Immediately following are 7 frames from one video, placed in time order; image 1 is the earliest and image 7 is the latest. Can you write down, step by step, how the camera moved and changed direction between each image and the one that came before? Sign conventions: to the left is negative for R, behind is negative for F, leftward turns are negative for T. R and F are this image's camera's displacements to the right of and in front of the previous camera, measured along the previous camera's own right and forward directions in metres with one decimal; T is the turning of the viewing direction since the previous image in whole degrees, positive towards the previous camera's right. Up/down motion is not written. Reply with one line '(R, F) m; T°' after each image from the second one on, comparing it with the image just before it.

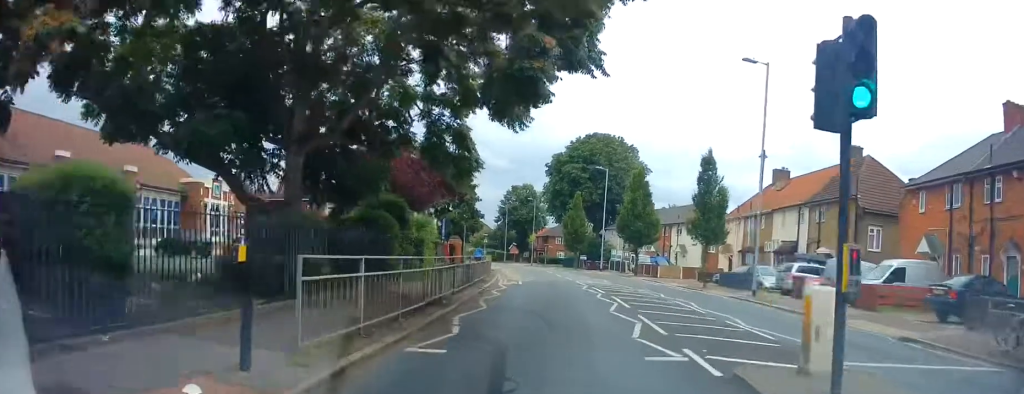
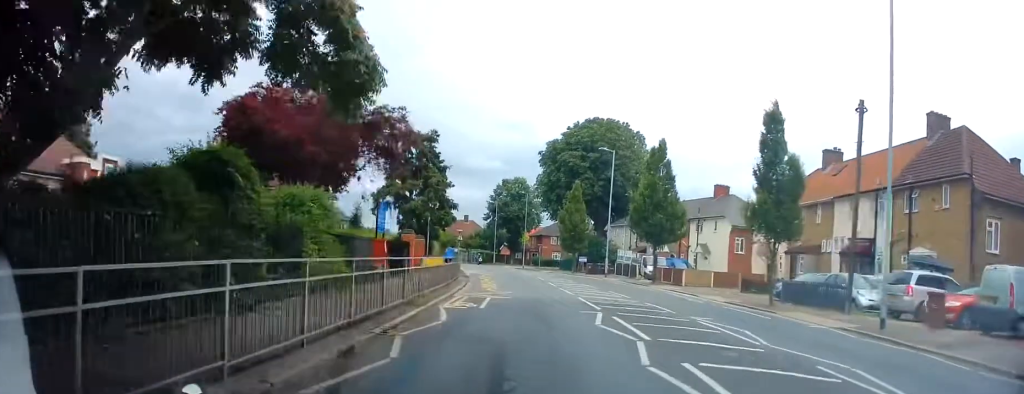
(0.0, +11.1) m; 0°
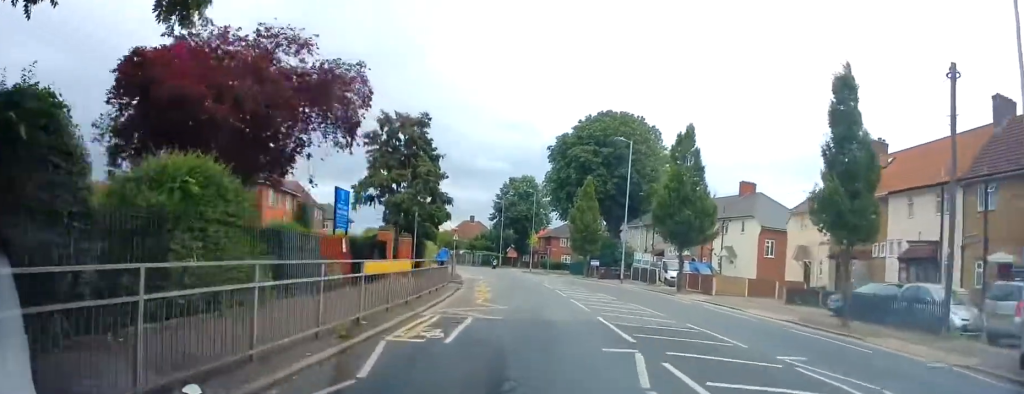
(0.0, +5.2) m; 0°
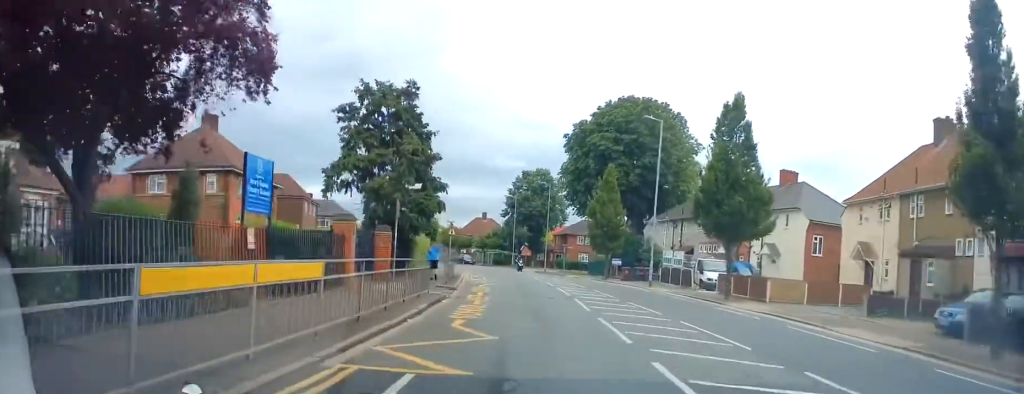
(0.0, +6.1) m; -2°
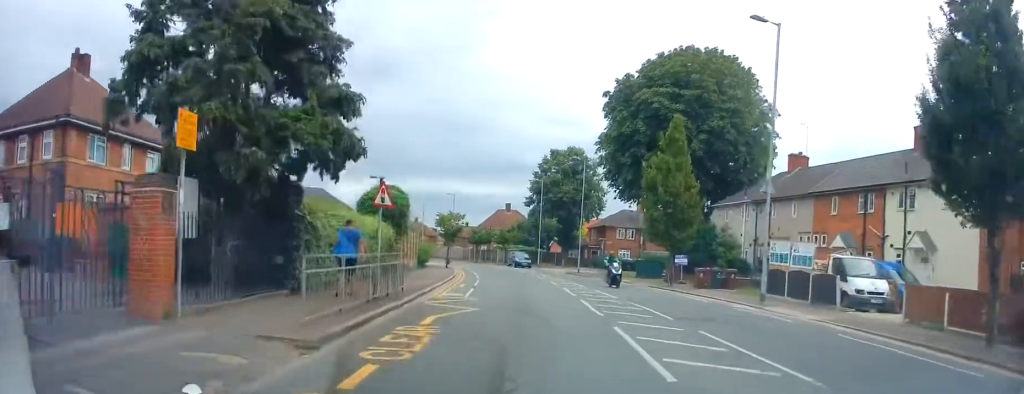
(-0.4, +15.3) m; -3°
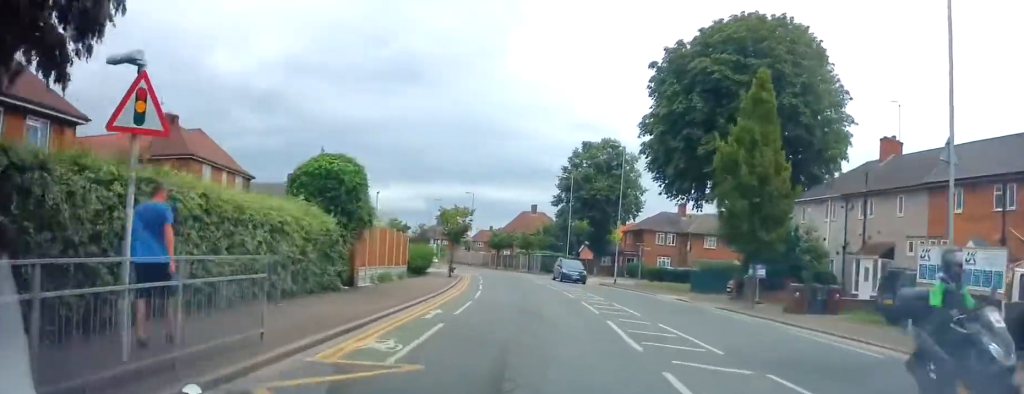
(-0.1, +9.3) m; -3°
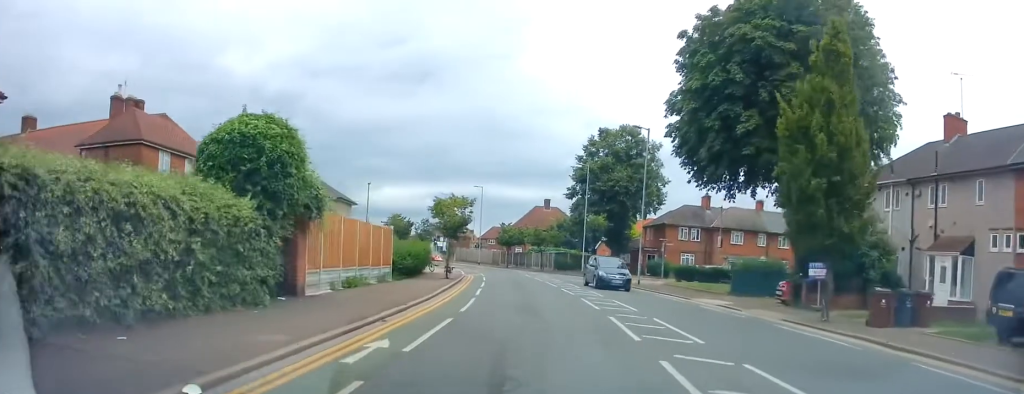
(-0.5, +5.3) m; -2°
